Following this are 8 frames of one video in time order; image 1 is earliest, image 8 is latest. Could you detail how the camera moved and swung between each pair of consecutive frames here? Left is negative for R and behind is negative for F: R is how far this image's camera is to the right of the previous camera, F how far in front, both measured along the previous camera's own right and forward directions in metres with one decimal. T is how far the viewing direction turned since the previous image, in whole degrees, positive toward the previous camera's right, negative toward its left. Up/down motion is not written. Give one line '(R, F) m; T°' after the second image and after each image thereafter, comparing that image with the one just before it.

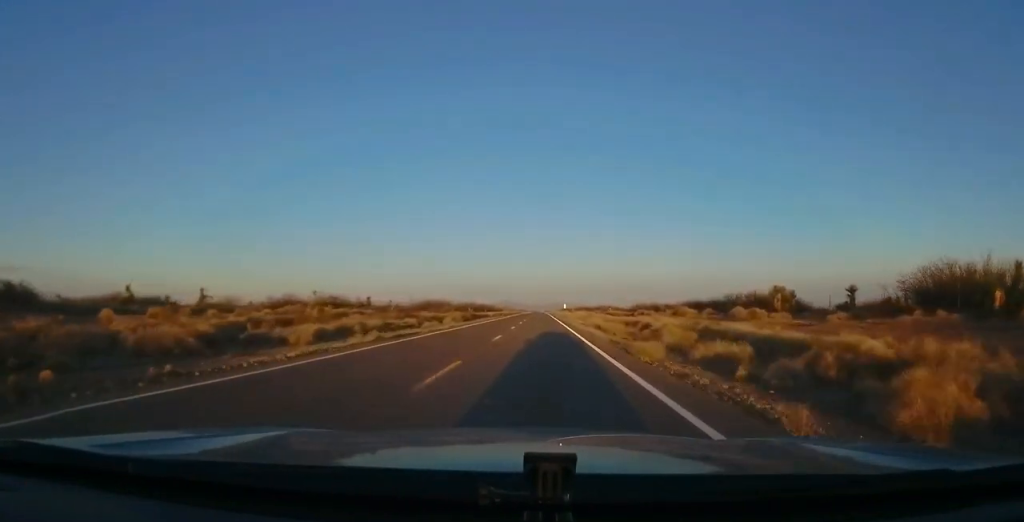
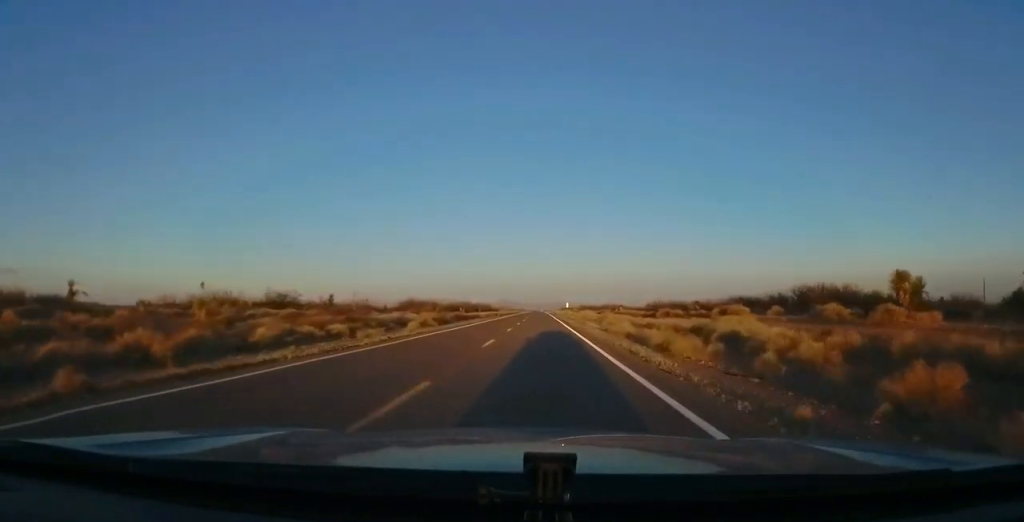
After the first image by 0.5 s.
(+0.1, +15.6) m; 0°
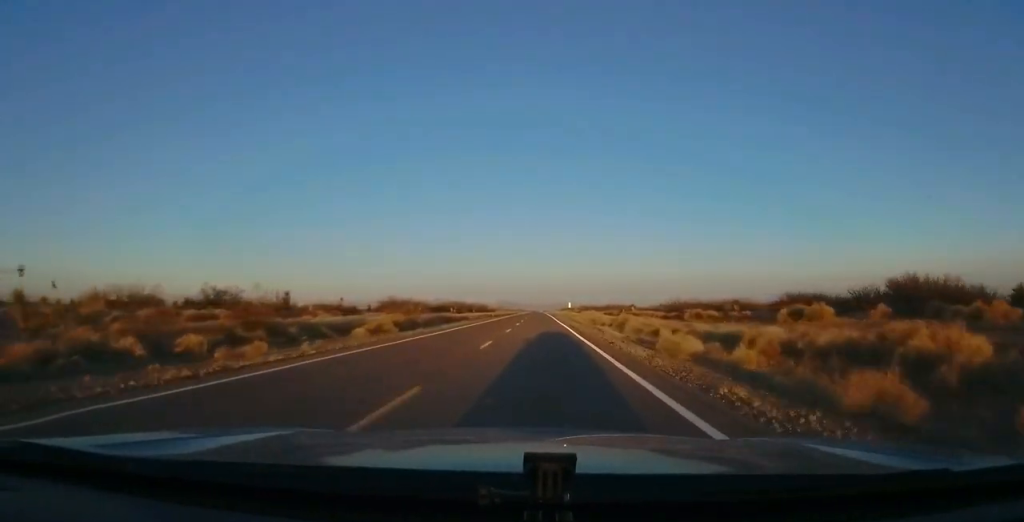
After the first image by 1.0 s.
(0.0, +12.7) m; 0°
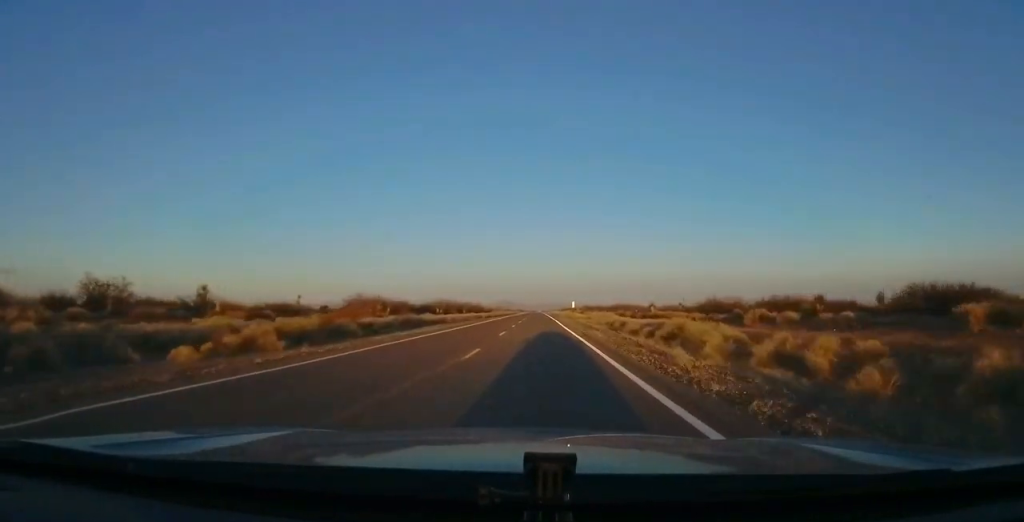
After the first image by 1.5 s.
(0.0, +15.7) m; 0°
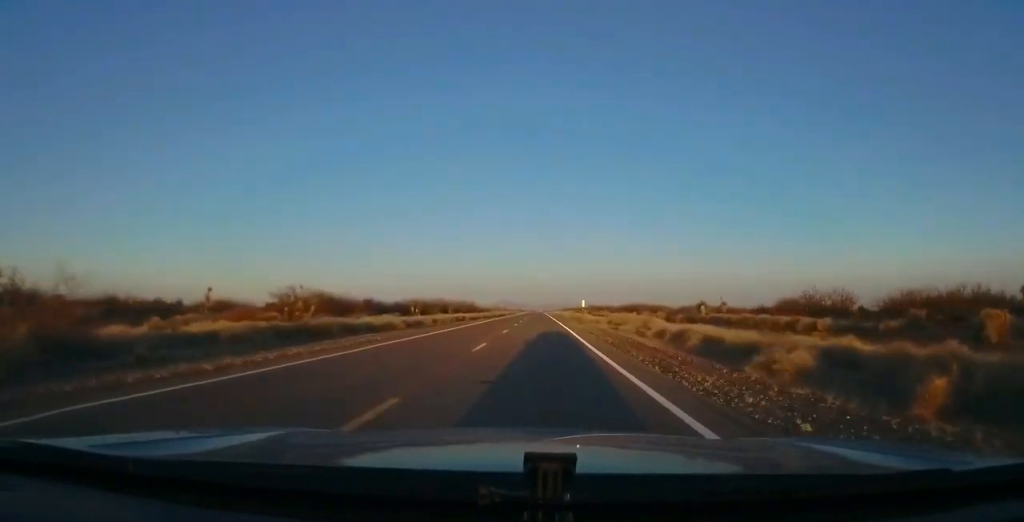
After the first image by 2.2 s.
(+0.2, +21.6) m; -1°
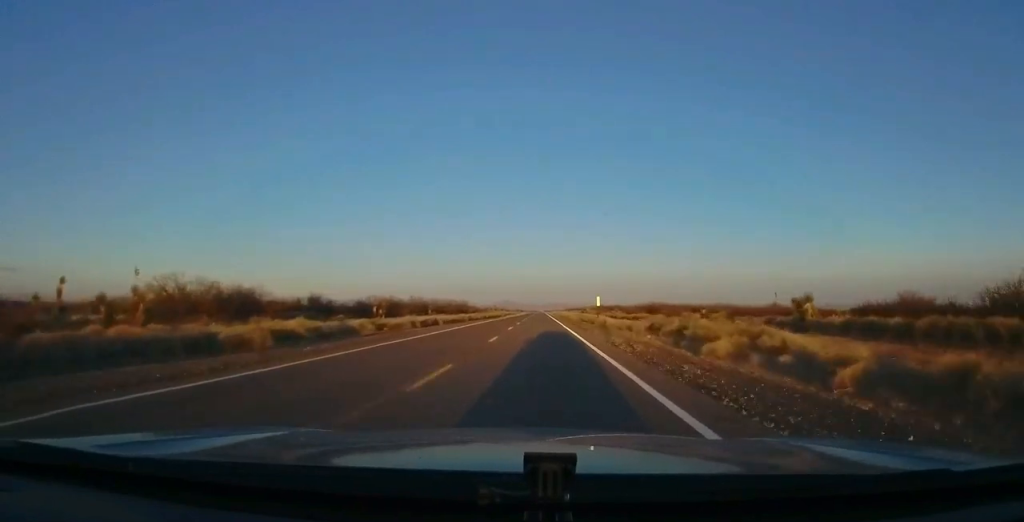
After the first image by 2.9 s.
(-0.4, +19.6) m; -1°
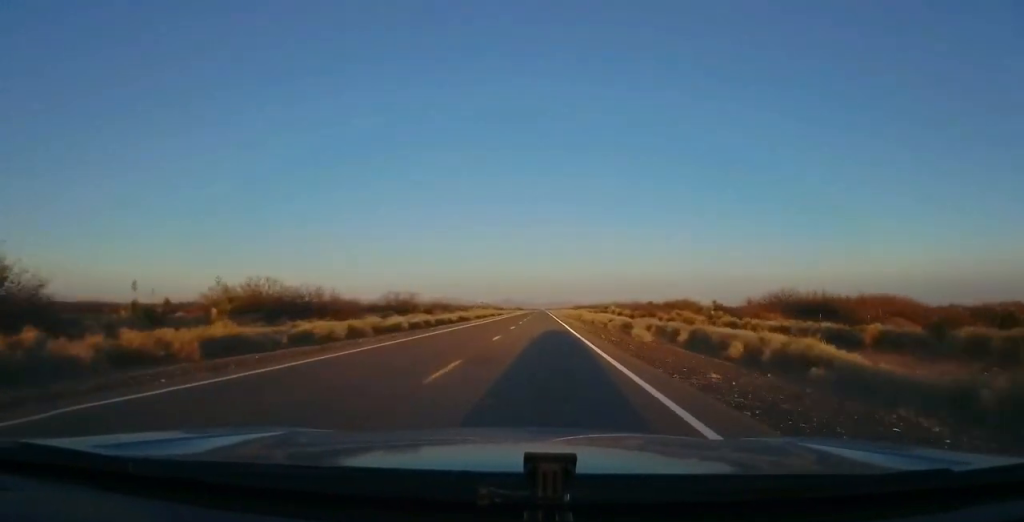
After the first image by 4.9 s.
(+0.3, +58.8) m; +1°
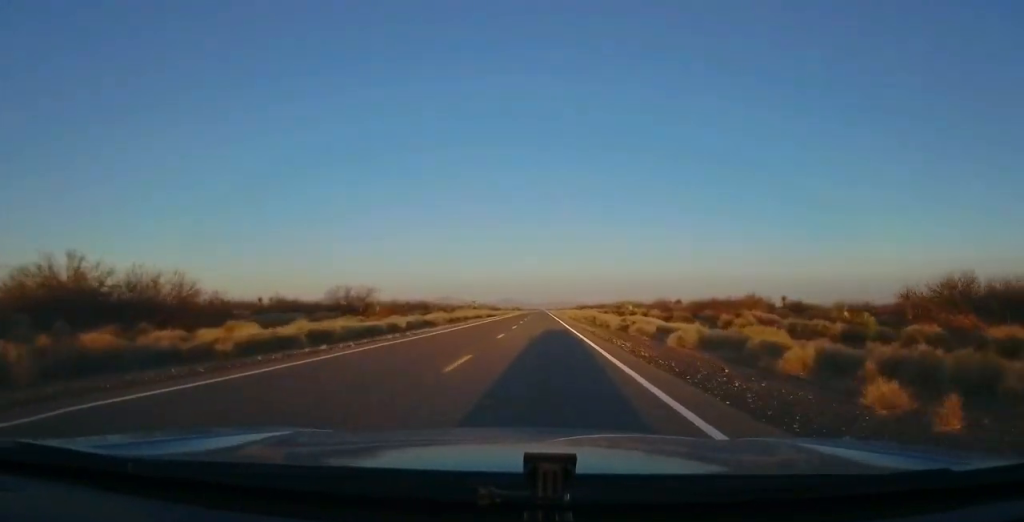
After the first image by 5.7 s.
(0.0, +22.5) m; 0°
